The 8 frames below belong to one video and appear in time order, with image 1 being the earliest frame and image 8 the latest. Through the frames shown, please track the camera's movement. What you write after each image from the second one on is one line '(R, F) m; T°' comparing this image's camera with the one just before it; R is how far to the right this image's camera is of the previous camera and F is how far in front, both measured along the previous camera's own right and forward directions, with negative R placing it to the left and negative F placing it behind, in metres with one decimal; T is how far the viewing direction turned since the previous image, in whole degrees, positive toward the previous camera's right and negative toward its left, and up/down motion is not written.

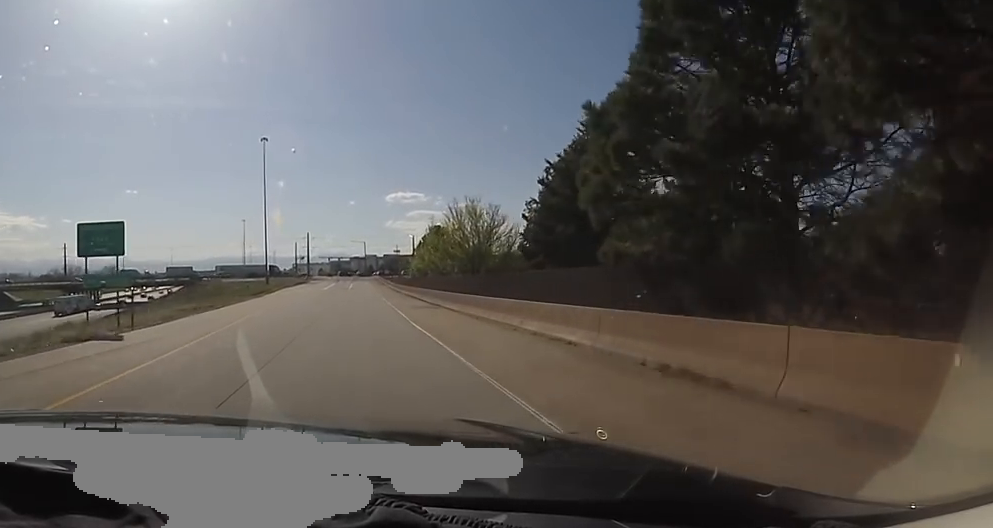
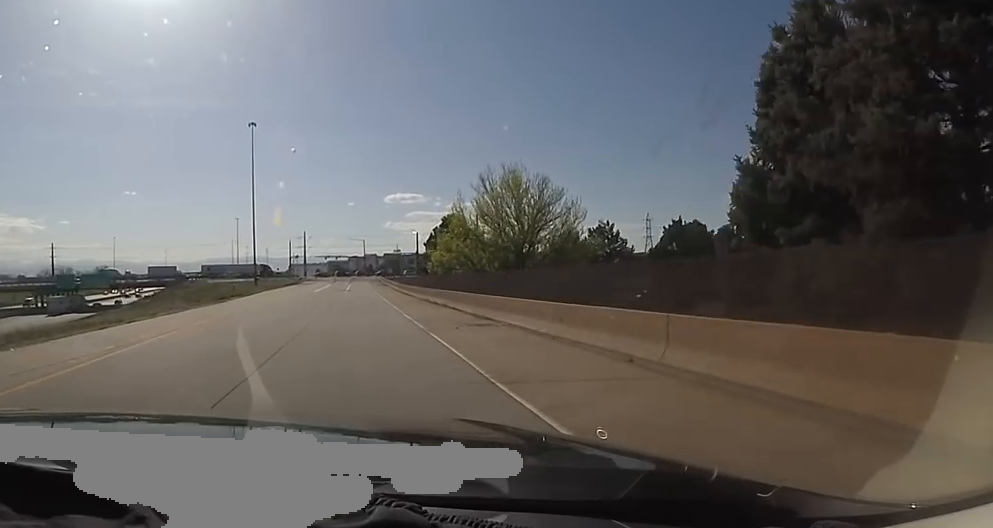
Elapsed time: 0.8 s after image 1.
(0.0, +15.2) m; 0°
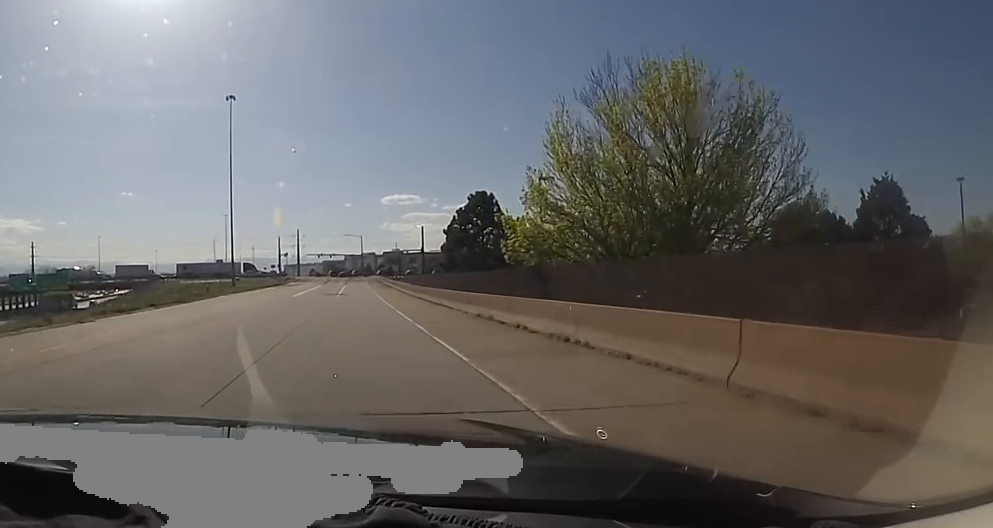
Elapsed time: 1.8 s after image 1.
(0.0, +20.1) m; -2°
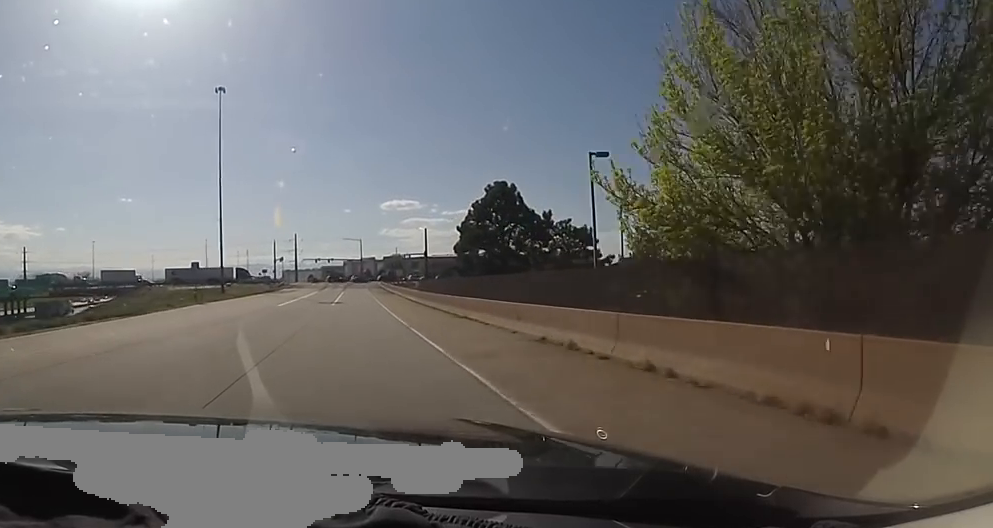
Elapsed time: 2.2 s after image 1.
(+0.3, +8.3) m; -1°
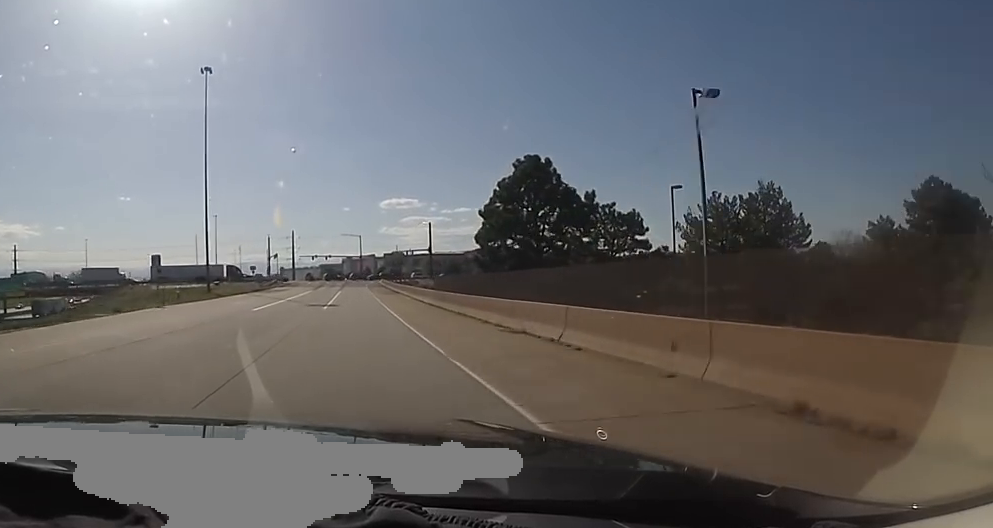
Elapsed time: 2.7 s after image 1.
(-0.5, +9.2) m; 0°
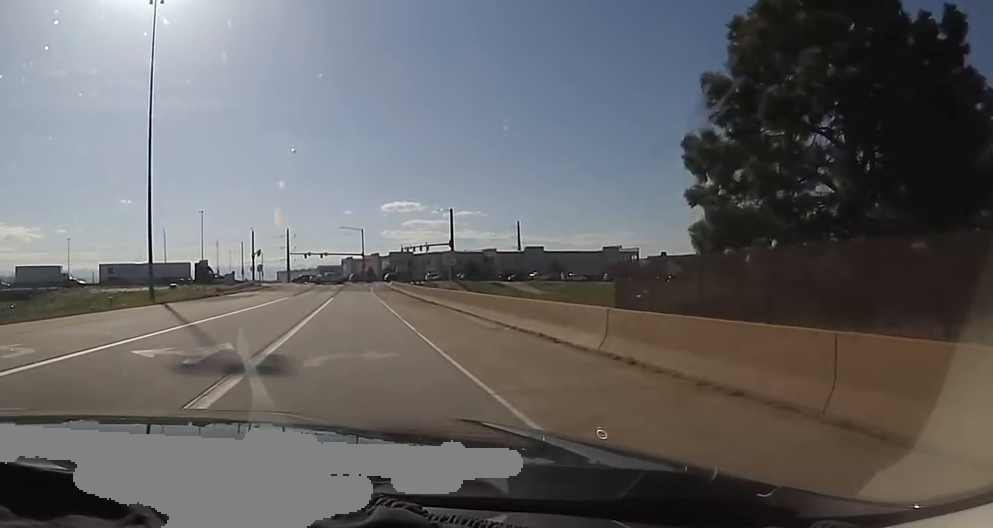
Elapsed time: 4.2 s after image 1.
(+0.9, +26.9) m; +5°
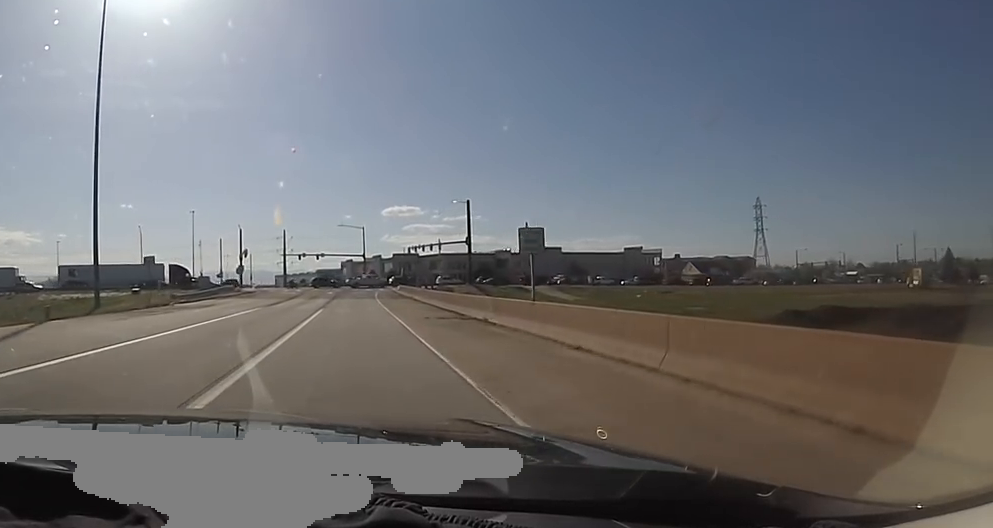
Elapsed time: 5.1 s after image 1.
(0.0, +14.8) m; -4°
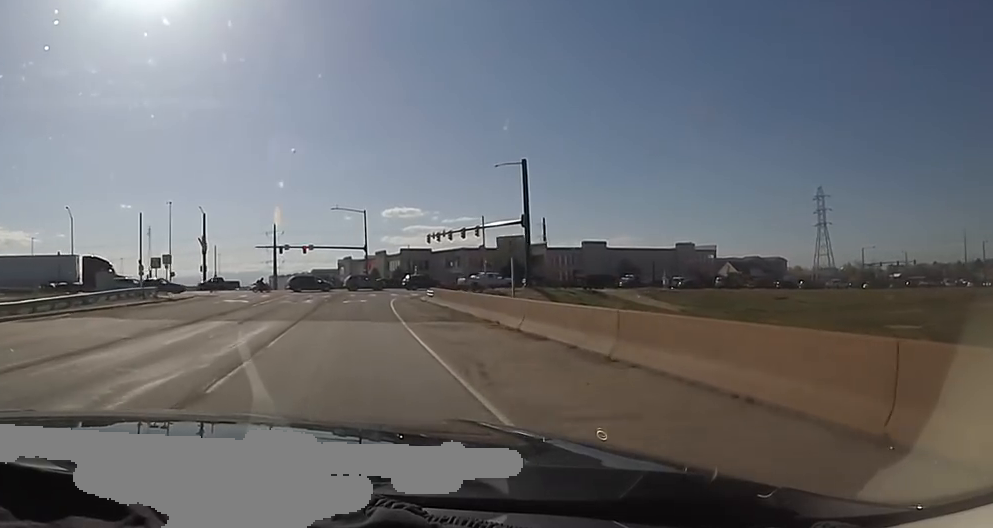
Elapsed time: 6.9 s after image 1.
(-1.7, +27.8) m; +2°
